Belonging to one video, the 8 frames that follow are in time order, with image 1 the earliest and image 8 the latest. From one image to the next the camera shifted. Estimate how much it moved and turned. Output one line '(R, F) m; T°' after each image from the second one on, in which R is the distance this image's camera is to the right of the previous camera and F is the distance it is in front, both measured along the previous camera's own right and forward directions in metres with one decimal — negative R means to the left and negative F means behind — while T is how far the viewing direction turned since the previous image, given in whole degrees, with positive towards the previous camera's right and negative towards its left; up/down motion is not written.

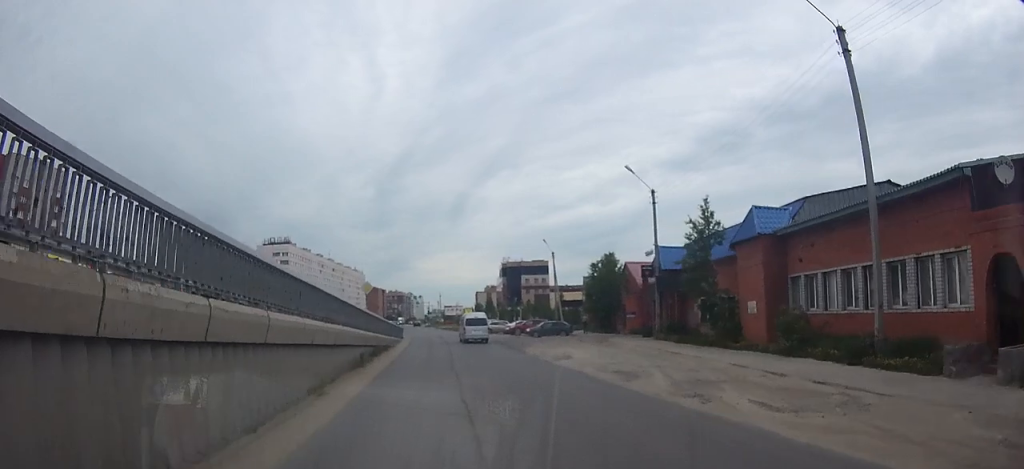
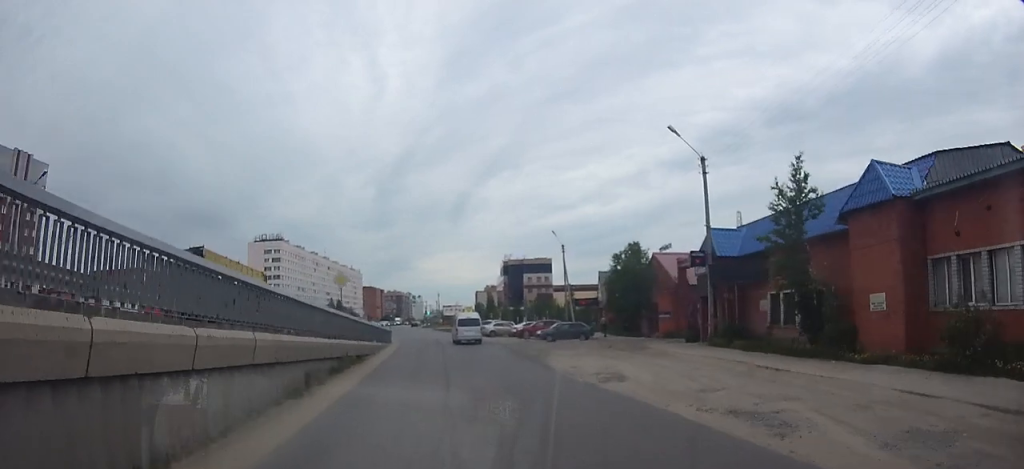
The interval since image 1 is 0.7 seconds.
(0.0, +6.5) m; 0°
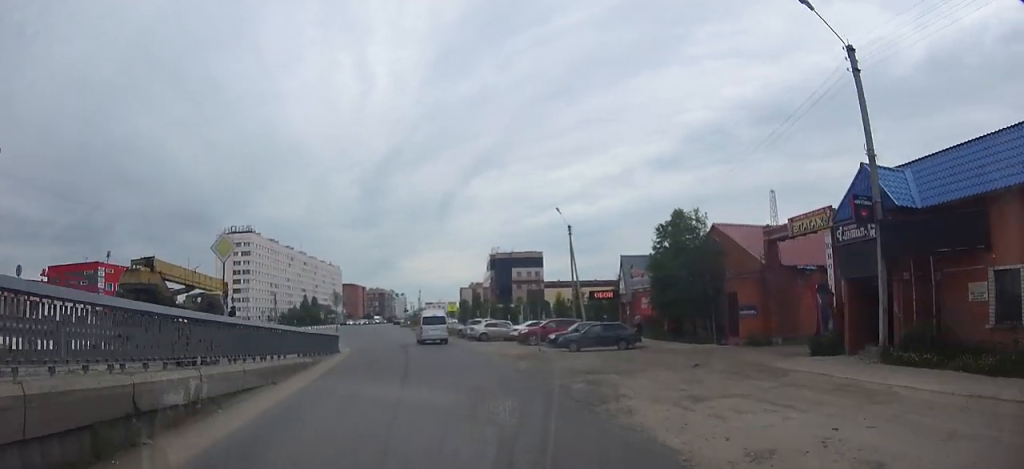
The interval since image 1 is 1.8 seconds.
(0.0, +11.5) m; 0°
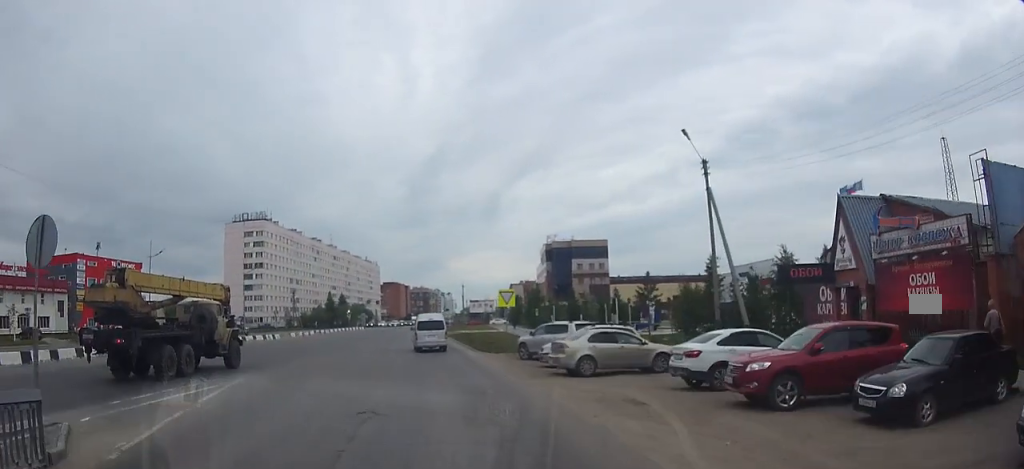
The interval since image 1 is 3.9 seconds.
(-0.4, +27.1) m; -3°
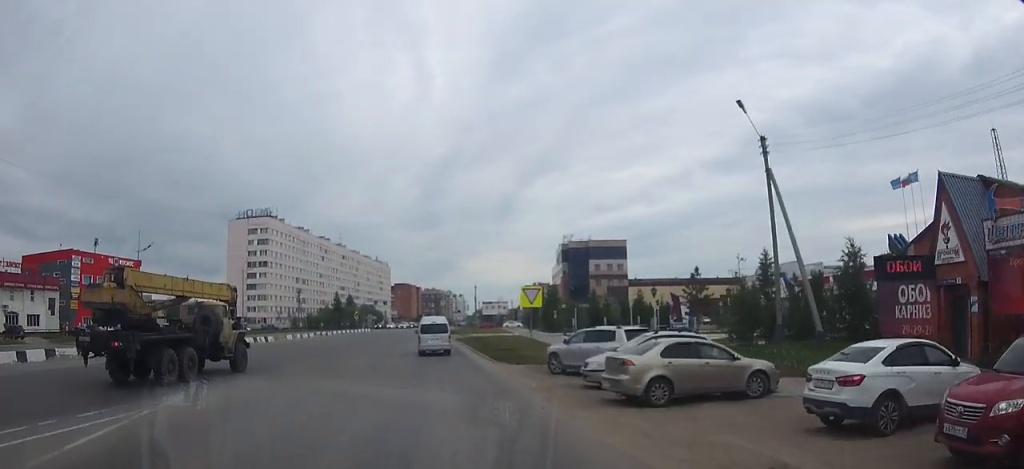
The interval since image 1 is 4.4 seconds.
(-0.2, +7.7) m; -1°
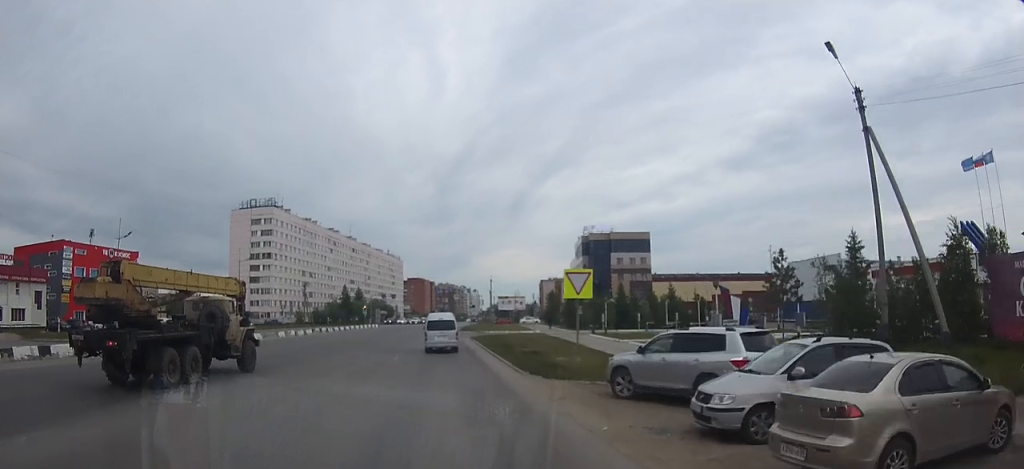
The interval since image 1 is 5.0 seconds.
(-0.1, +9.9) m; -2°
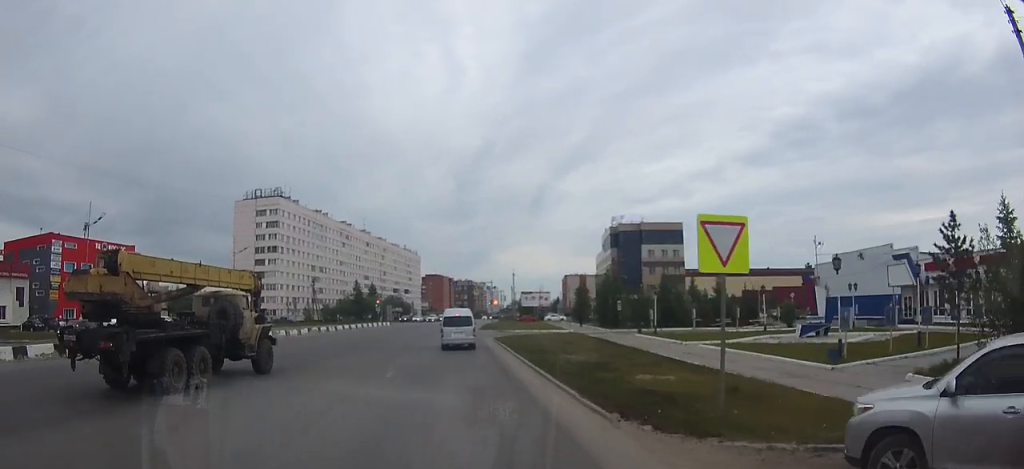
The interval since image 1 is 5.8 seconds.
(-0.2, +11.3) m; -1°
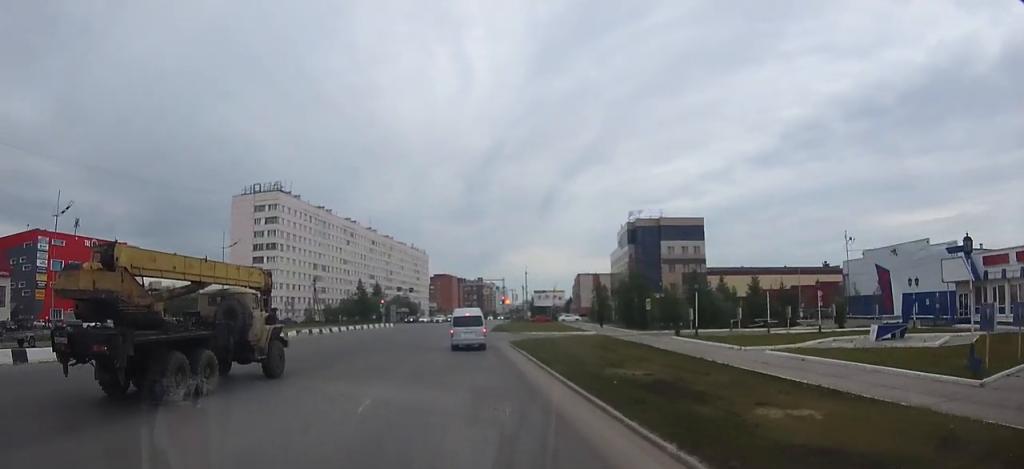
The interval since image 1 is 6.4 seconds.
(-0.1, +7.7) m; 0°
